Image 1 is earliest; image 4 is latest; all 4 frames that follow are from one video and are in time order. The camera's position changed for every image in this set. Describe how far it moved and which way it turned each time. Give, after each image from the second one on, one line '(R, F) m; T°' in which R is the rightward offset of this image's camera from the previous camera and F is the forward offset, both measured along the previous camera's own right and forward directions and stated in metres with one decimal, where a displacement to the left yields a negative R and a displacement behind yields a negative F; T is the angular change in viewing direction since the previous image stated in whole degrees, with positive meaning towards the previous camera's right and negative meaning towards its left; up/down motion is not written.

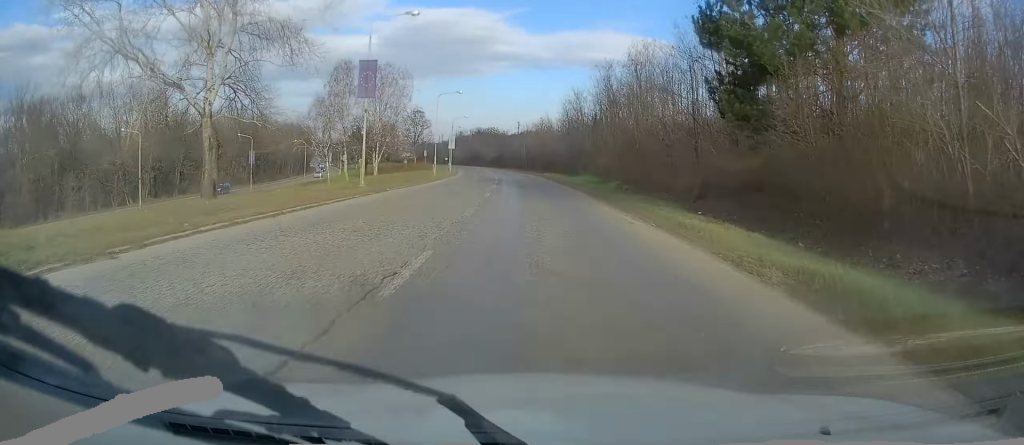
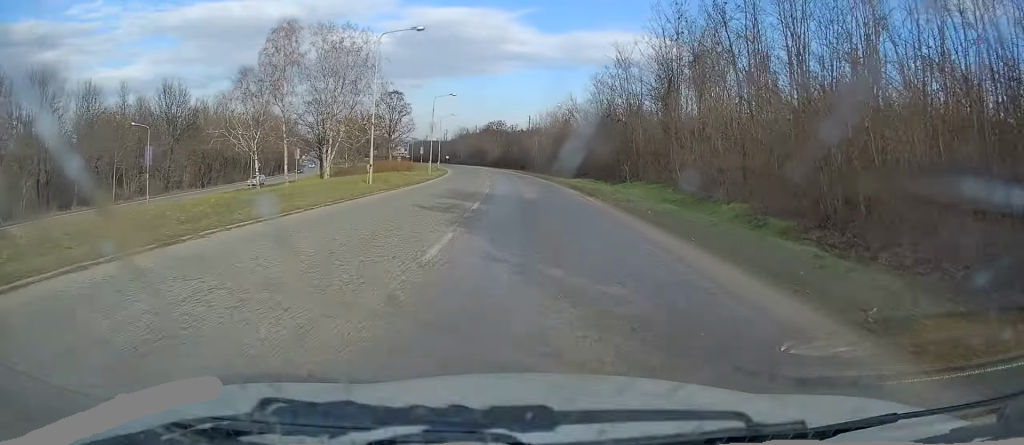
(+0.2, +24.2) m; -1°
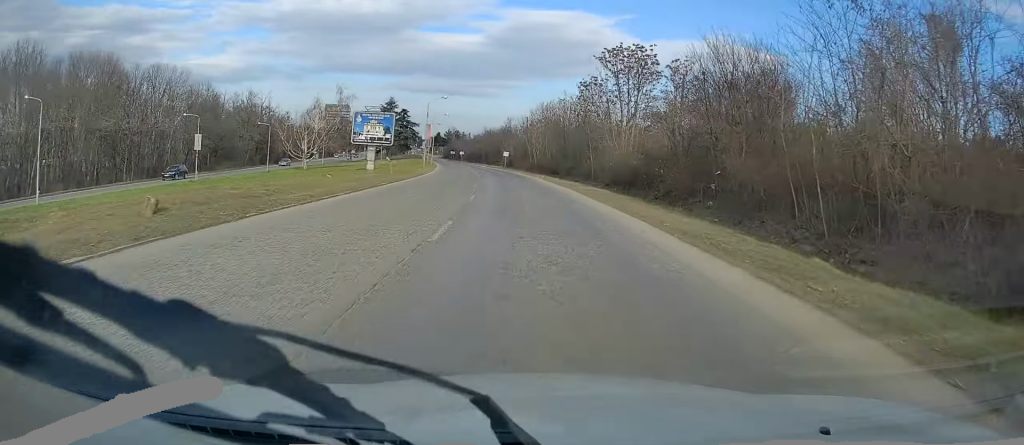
(-6.2, +97.1) m; -8°
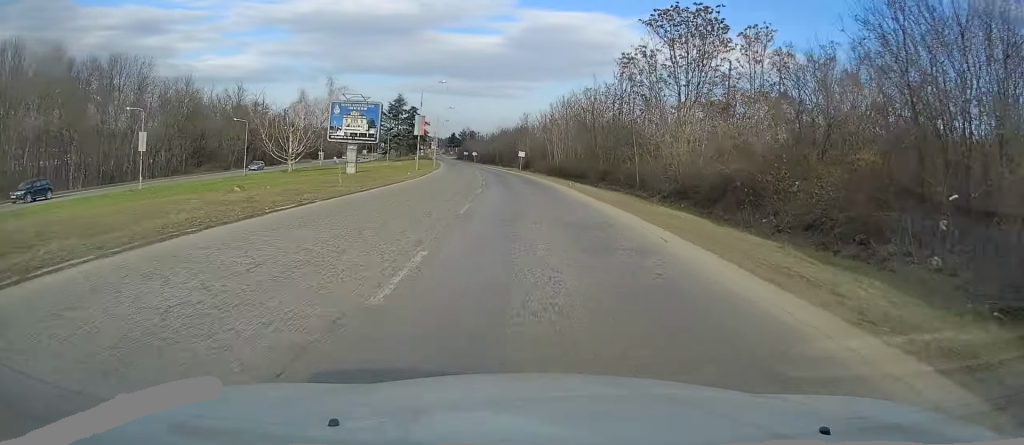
(-0.4, +13.2) m; -2°
